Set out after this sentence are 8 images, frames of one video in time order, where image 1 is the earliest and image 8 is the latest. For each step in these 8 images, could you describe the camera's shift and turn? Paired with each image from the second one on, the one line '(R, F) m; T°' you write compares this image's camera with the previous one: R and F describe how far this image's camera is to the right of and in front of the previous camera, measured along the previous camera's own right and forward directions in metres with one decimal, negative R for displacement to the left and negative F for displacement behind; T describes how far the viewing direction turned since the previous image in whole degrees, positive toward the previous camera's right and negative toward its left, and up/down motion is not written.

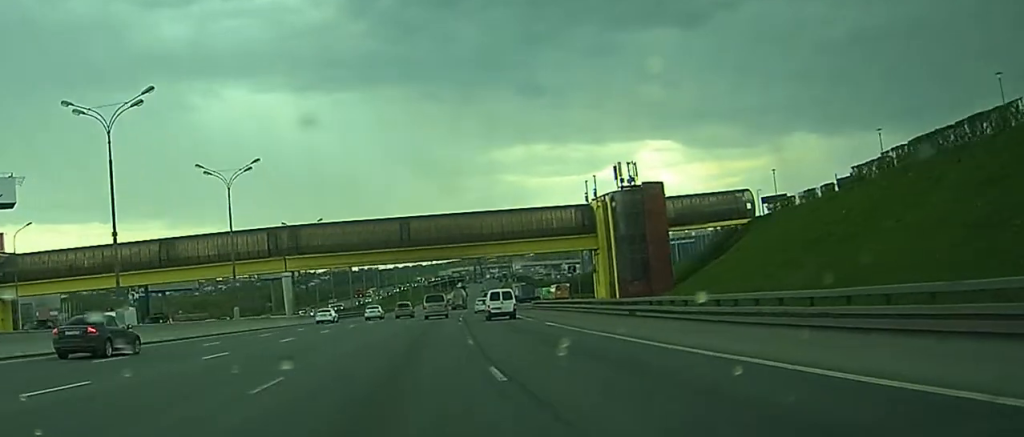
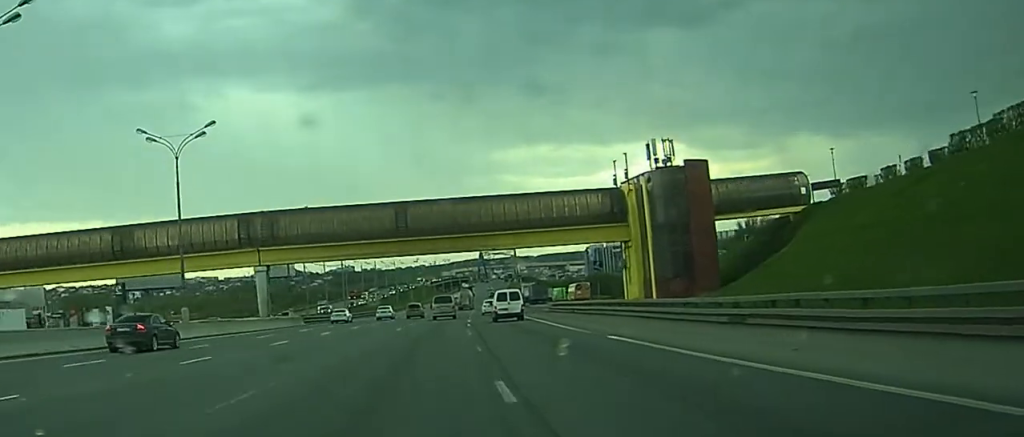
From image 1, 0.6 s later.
(0.0, +14.9) m; 0°
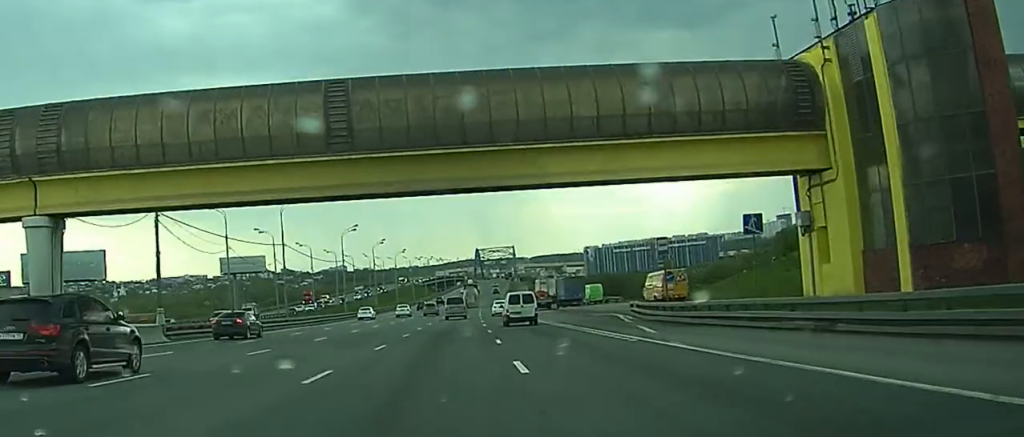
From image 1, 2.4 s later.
(-0.3, +51.9) m; 0°
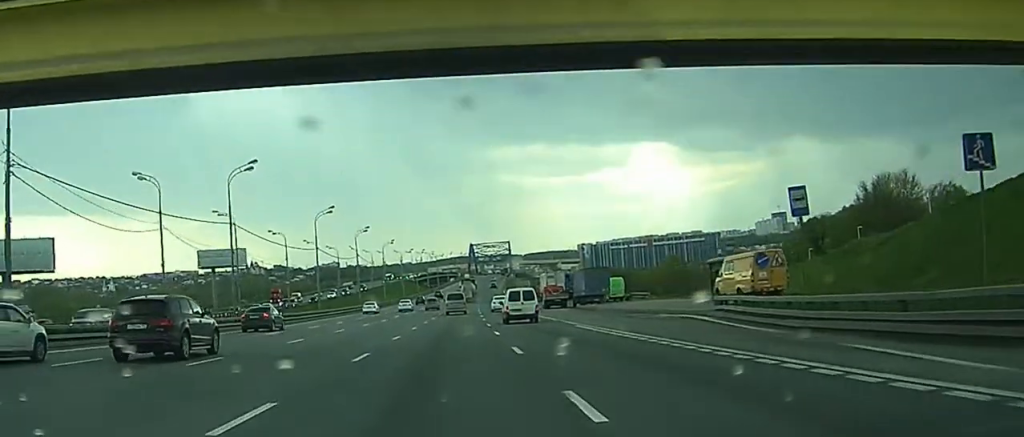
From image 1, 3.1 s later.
(0.0, +22.3) m; 0°
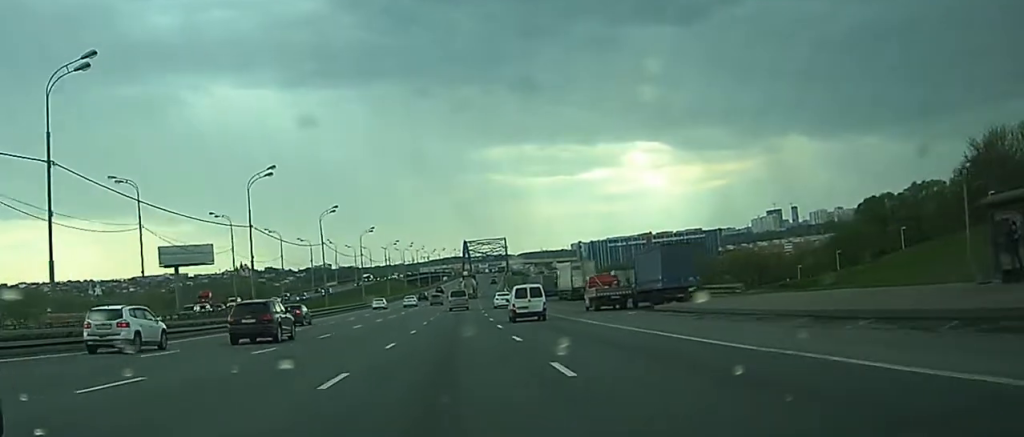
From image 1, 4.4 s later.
(+0.2, +32.6) m; +1°
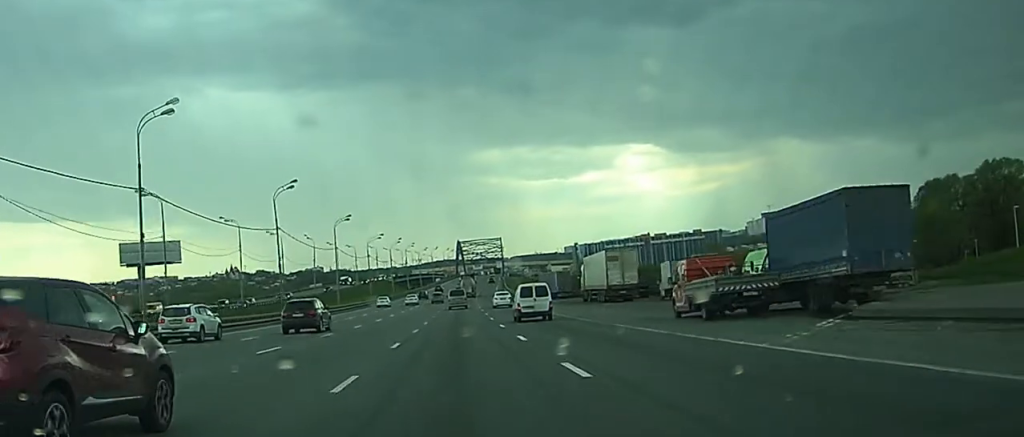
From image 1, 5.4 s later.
(0.0, +22.8) m; 0°
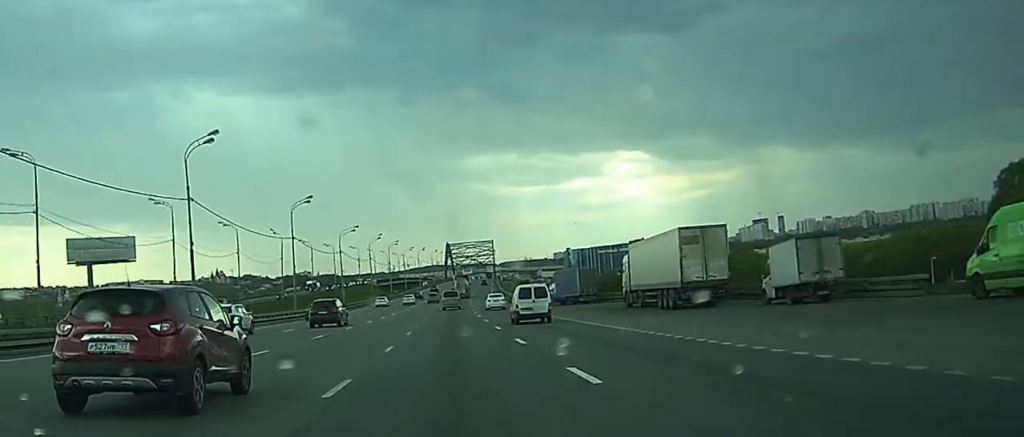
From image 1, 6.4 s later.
(0.0, +24.6) m; 0°
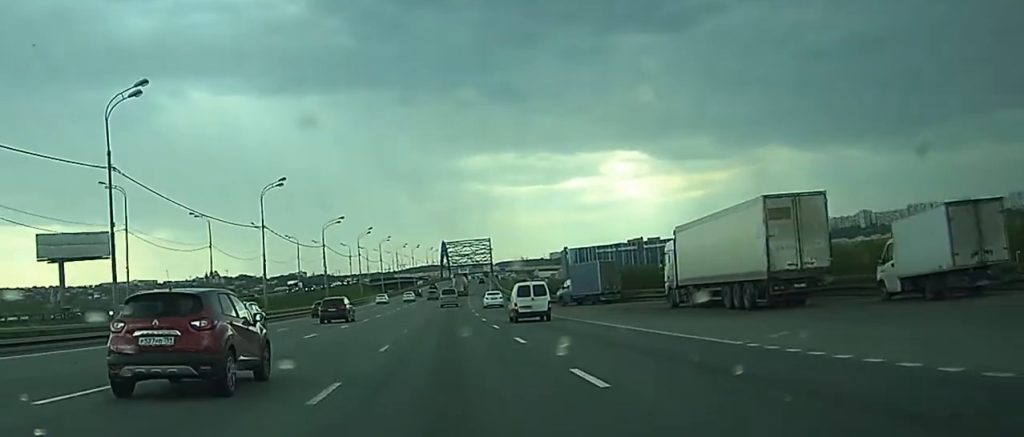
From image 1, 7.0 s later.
(0.0, +14.5) m; 0°
